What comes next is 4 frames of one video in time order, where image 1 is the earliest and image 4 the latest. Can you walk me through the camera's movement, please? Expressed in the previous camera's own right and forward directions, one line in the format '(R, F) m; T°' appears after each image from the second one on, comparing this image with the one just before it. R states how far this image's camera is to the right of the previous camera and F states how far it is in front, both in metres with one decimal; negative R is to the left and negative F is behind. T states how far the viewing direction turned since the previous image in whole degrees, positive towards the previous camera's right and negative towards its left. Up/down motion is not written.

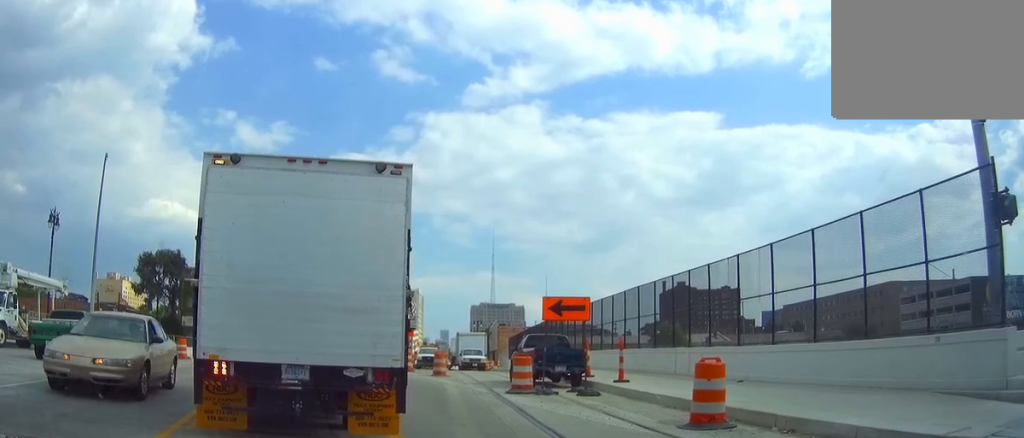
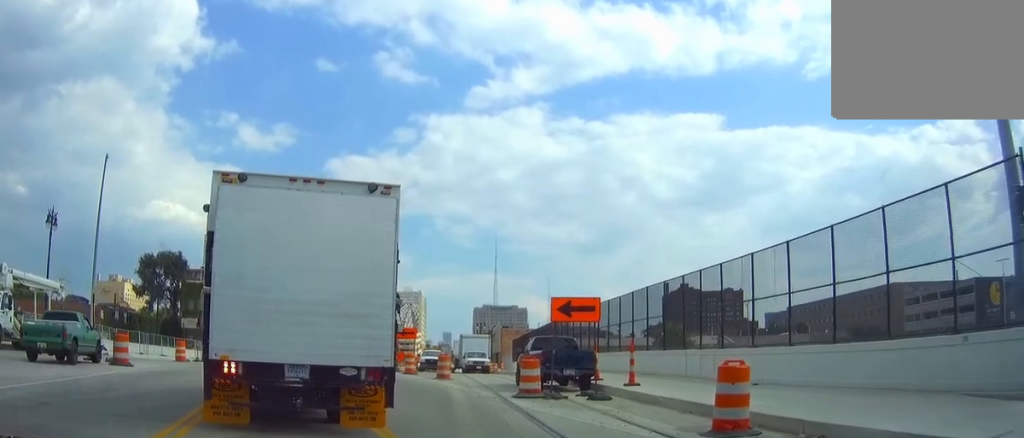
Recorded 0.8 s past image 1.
(-0.1, +1.0) m; -4°
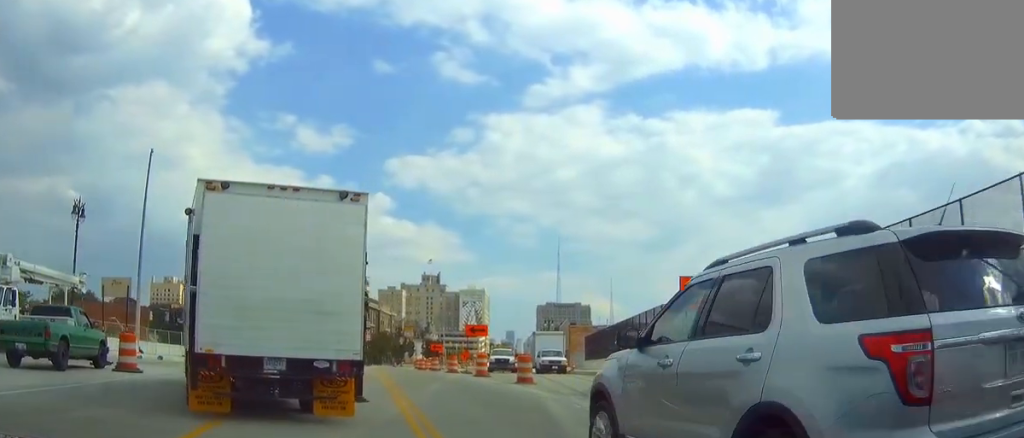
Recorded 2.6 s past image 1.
(-0.1, +5.0) m; -1°
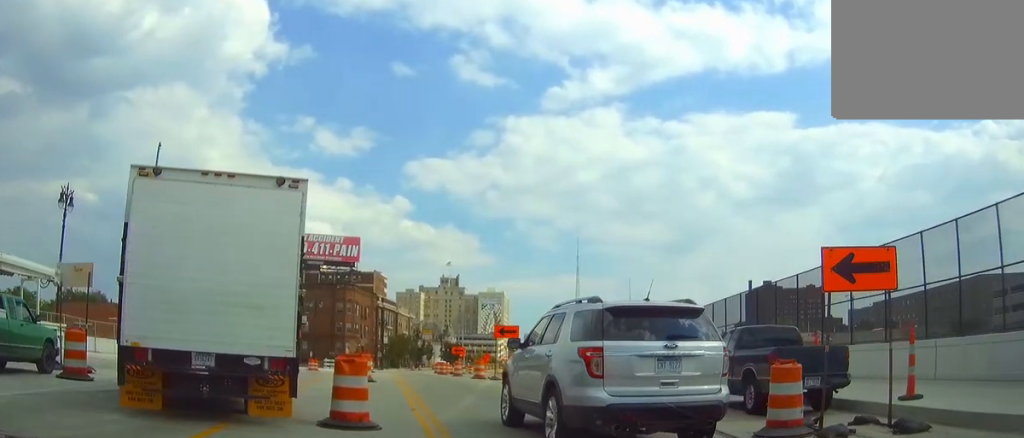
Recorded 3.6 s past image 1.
(+0.1, +4.6) m; +4°
